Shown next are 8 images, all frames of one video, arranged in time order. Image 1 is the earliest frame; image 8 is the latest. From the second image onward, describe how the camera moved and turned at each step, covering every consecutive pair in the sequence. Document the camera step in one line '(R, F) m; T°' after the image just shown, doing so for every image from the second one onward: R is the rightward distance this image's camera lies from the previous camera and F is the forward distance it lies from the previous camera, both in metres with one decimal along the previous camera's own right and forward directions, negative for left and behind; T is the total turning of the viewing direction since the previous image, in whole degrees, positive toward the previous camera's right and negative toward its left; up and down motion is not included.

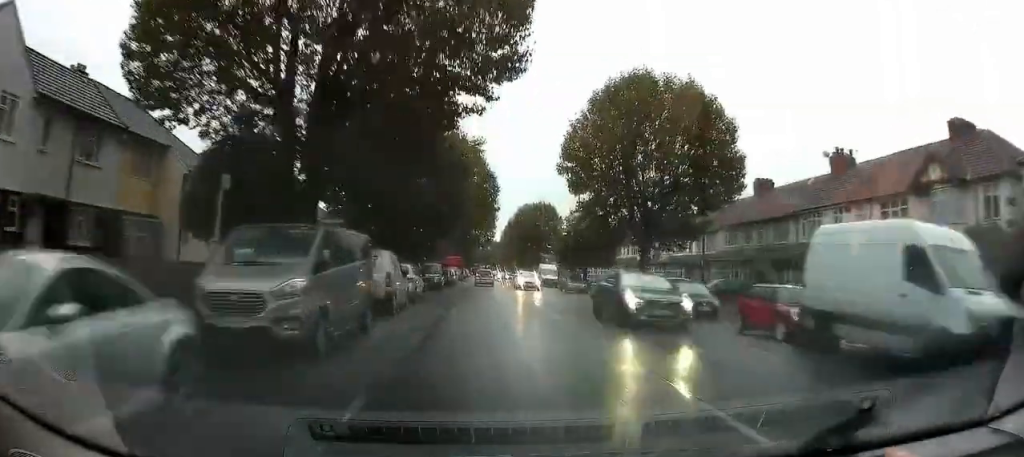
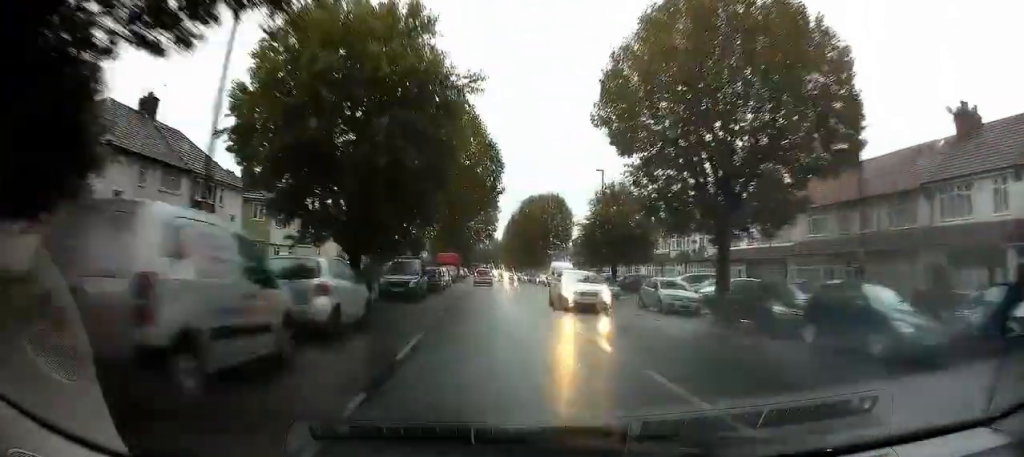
(0.0, +11.8) m; -1°
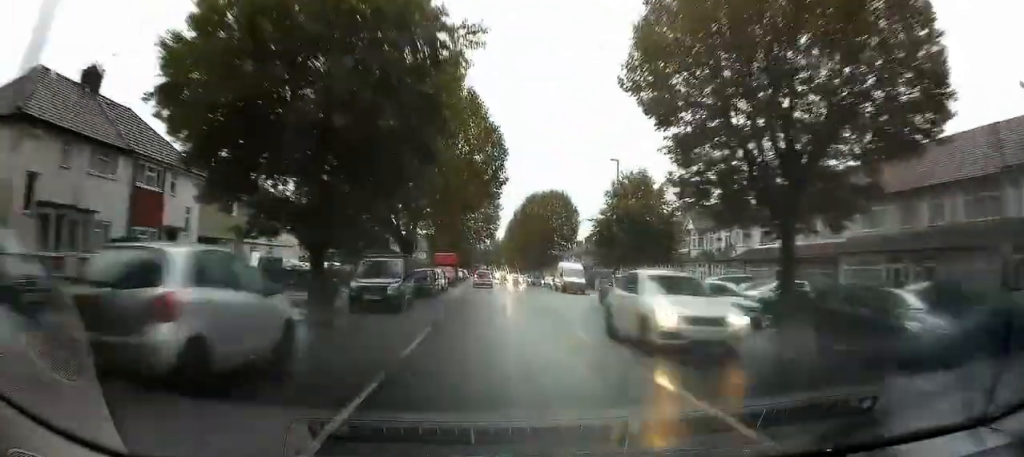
(0.0, +5.2) m; -1°
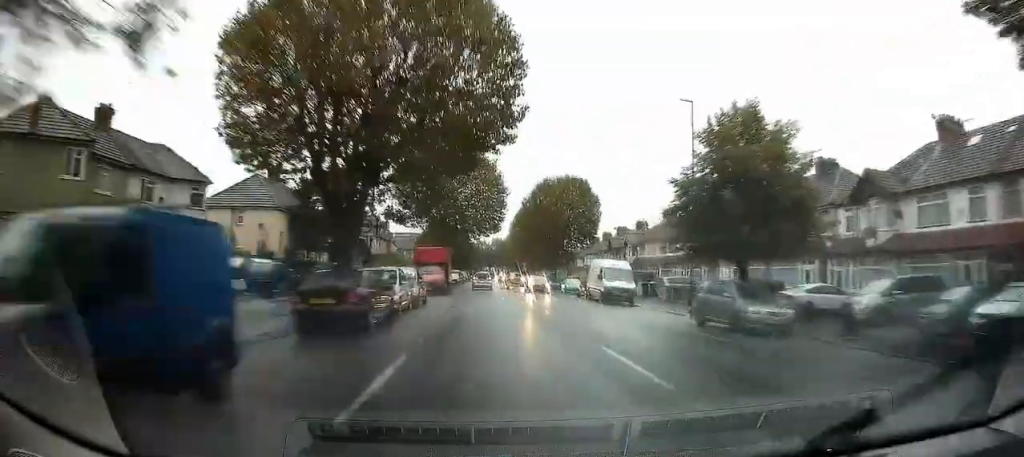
(-0.4, +15.0) m; 0°
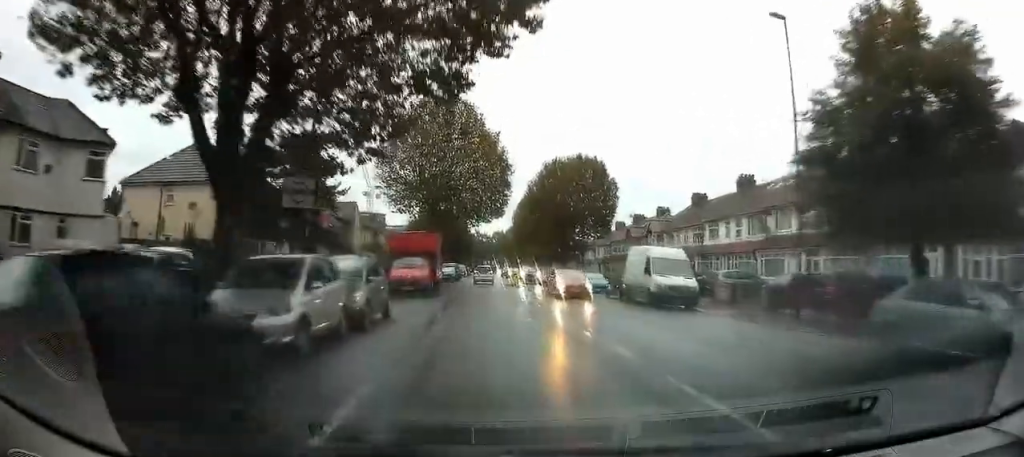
(+0.1, +9.3) m; +2°
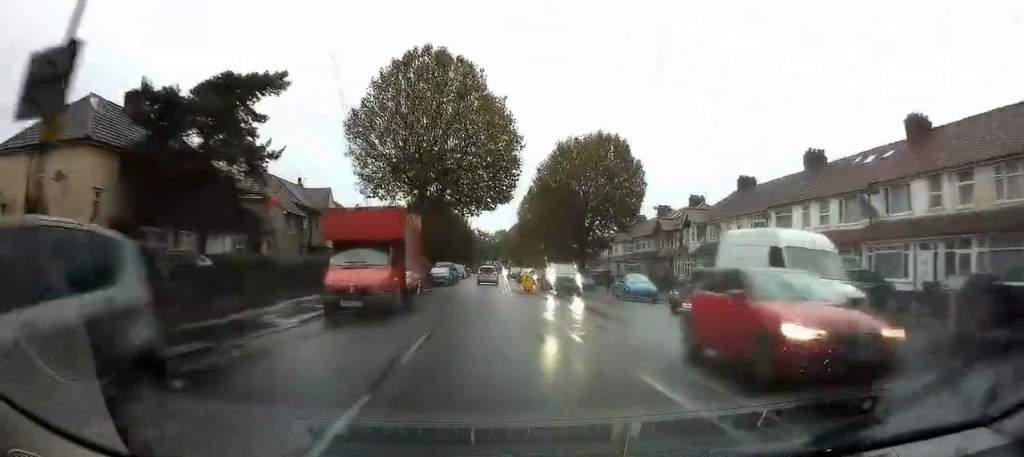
(+0.3, +11.2) m; 0°
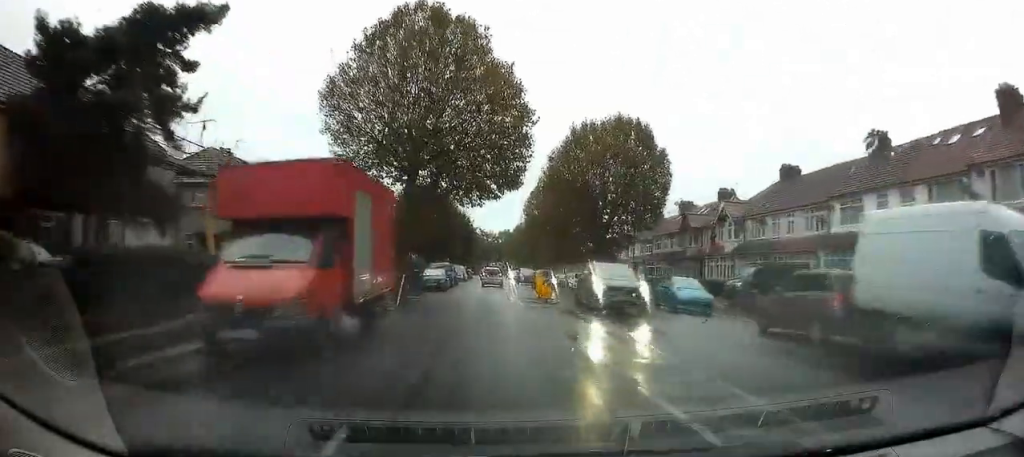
(-0.1, +7.0) m; -2°
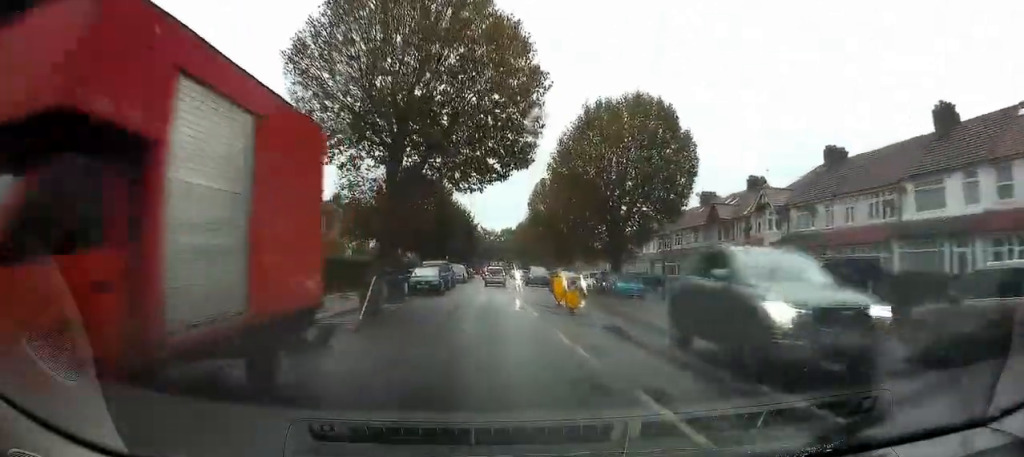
(0.0, +6.2) m; -1°
